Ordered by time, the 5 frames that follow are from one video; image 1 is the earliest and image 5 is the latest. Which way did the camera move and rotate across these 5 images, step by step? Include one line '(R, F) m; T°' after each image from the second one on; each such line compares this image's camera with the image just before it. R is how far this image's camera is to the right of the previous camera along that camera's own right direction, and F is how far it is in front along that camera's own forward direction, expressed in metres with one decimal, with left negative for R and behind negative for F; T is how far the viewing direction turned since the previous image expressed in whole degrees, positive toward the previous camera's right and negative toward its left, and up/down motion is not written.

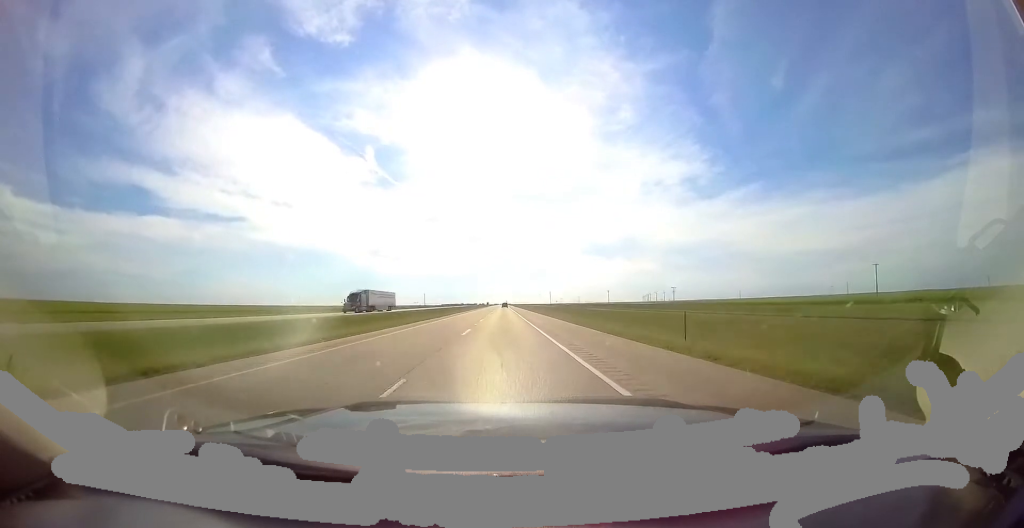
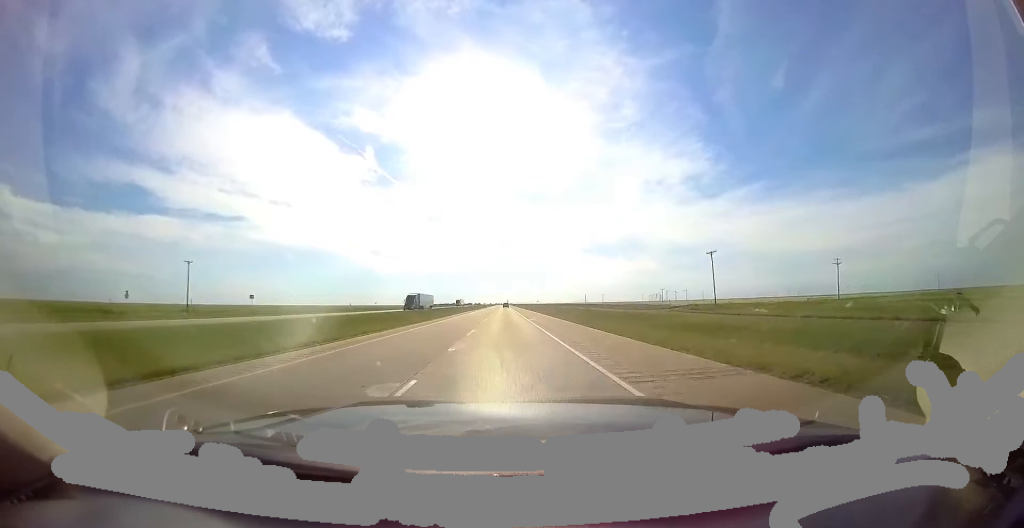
(-0.3, +209.1) m; 0°
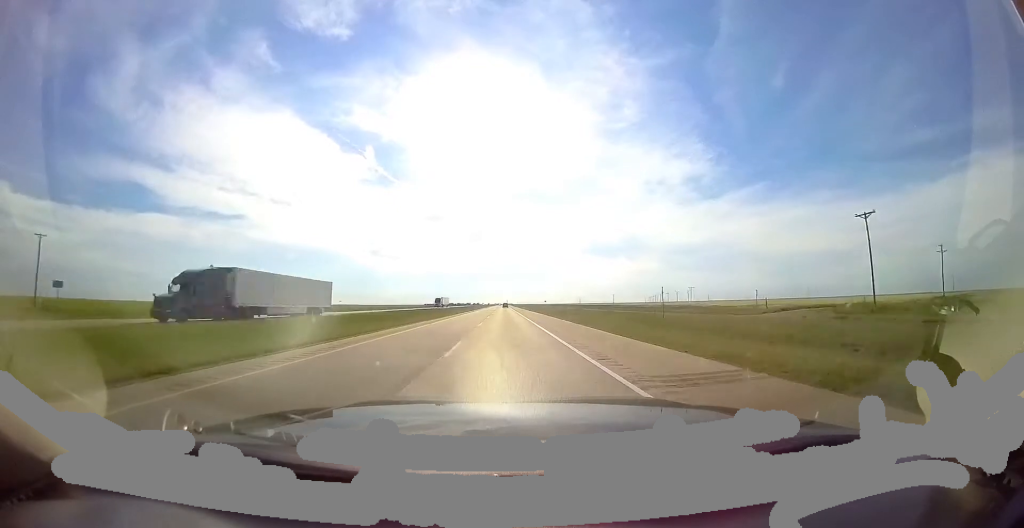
(-0.2, +30.7) m; 0°
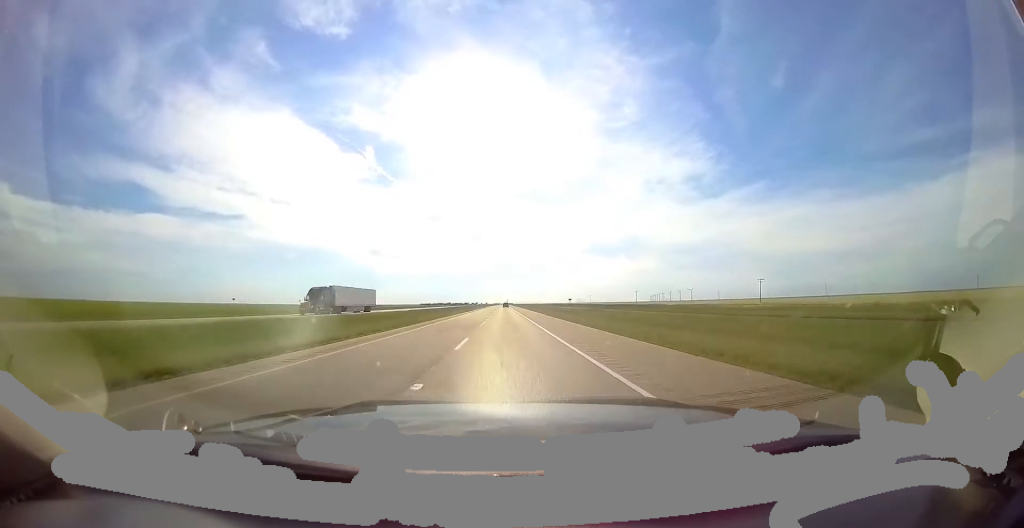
(-0.1, +47.4) m; 0°
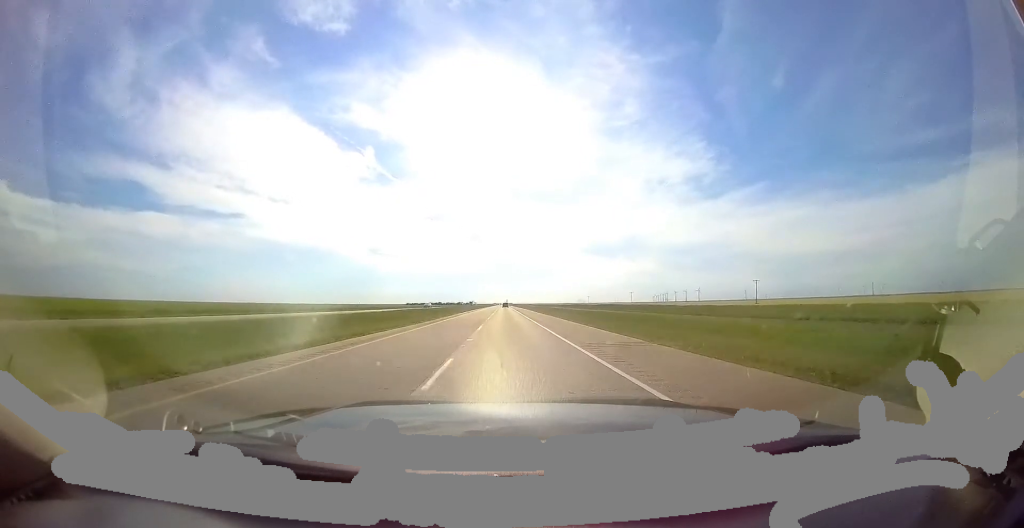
(+0.1, +114.1) m; 0°
